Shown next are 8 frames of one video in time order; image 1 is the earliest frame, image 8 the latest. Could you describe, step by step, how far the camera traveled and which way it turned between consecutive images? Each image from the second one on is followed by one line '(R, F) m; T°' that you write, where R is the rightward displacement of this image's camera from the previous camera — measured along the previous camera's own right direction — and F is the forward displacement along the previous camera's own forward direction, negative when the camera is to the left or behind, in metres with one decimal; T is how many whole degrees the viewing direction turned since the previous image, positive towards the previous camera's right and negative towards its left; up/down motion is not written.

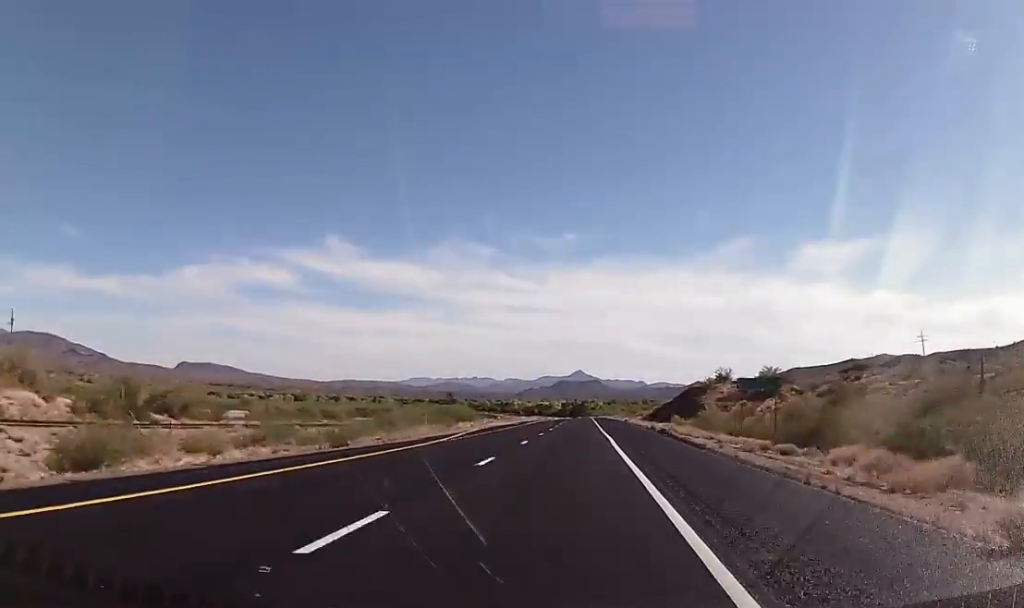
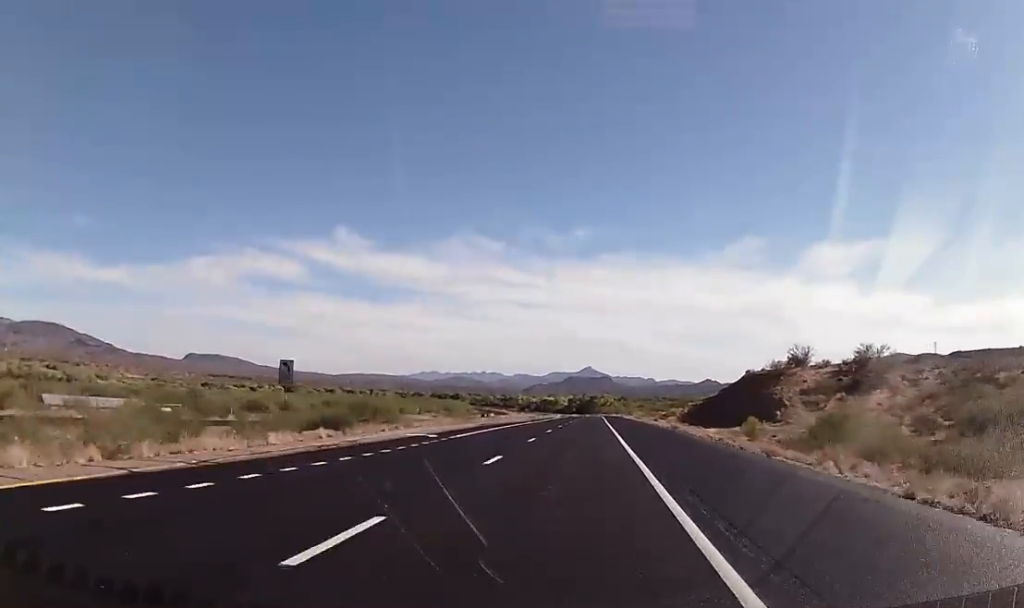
(0.0, +49.5) m; 0°
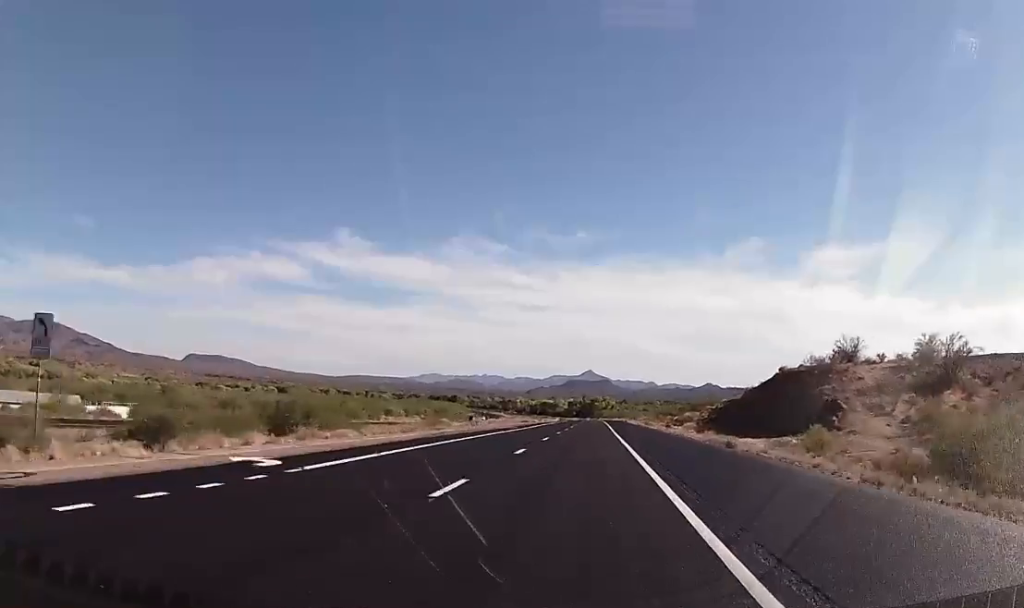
(0.0, +19.1) m; 0°
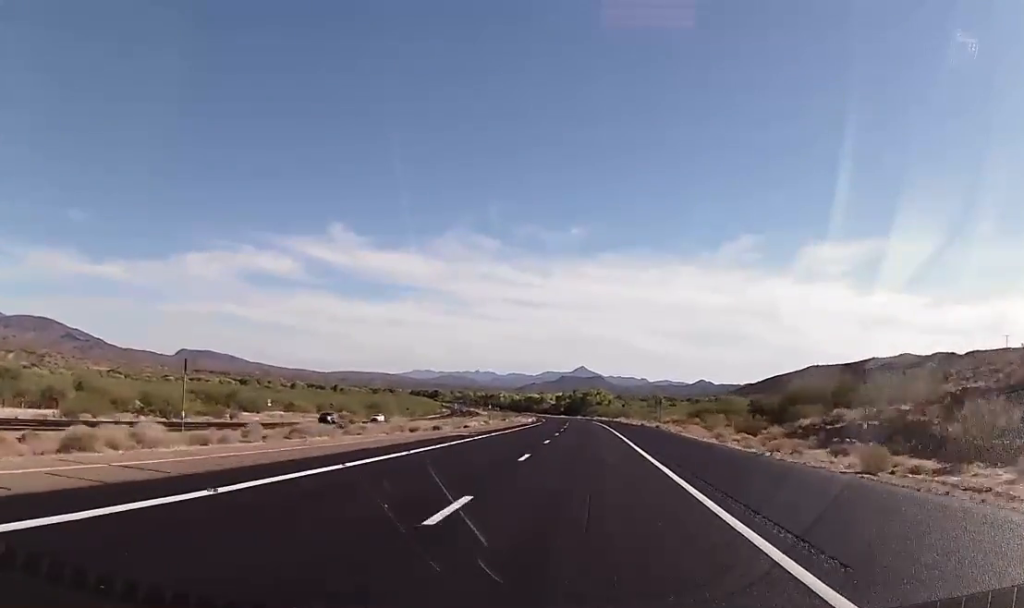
(-0.3, +74.9) m; 0°
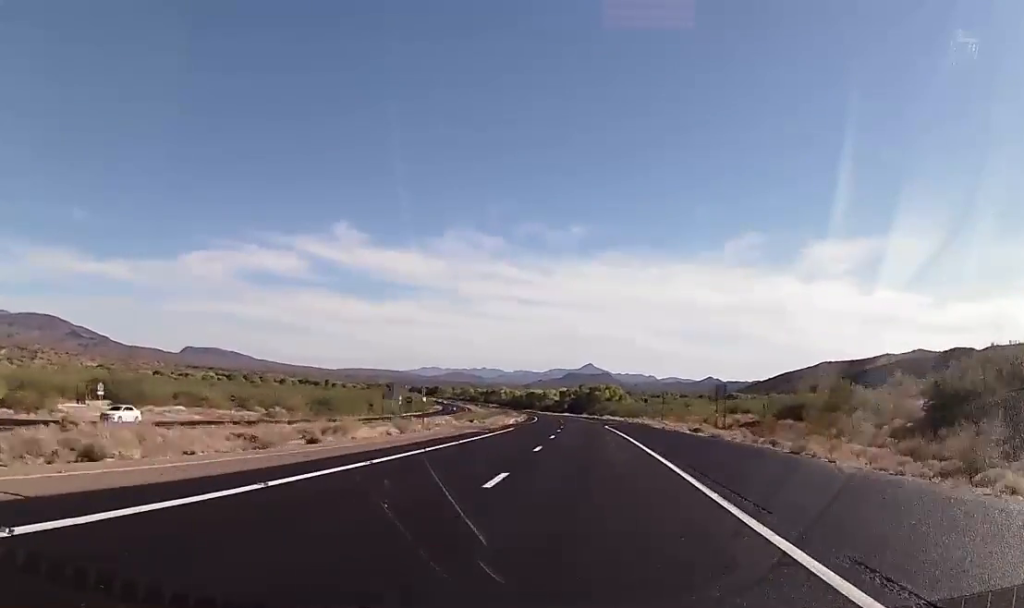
(-0.2, +44.4) m; -1°
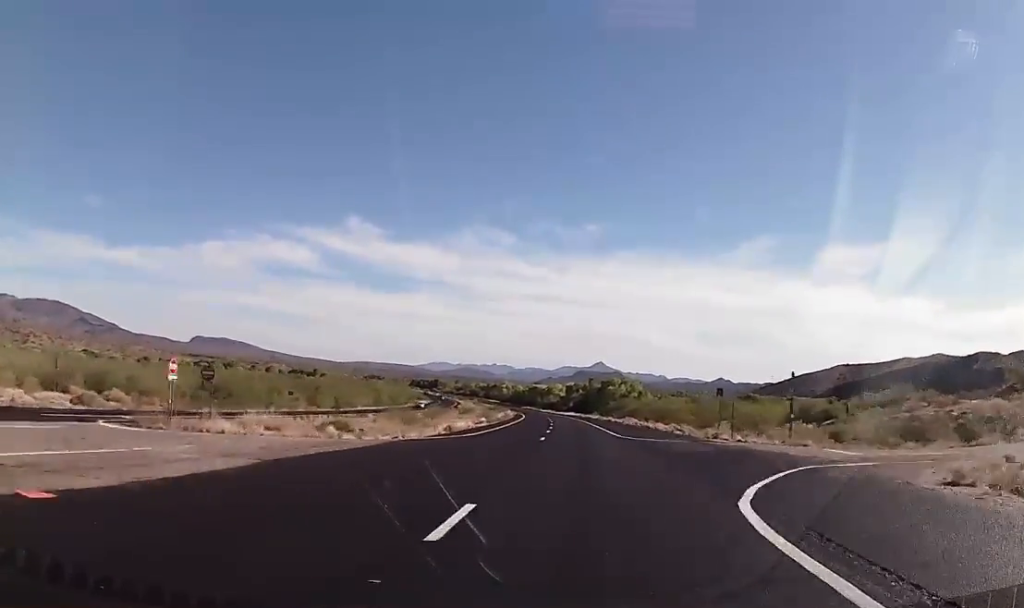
(+0.2, +54.4) m; +1°
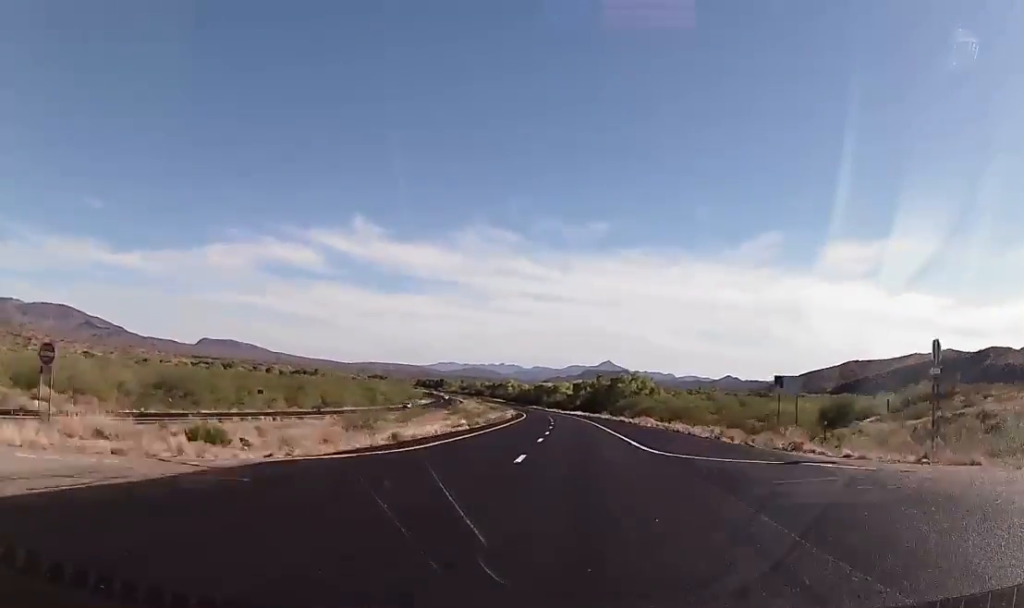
(0.0, +15.2) m; 0°
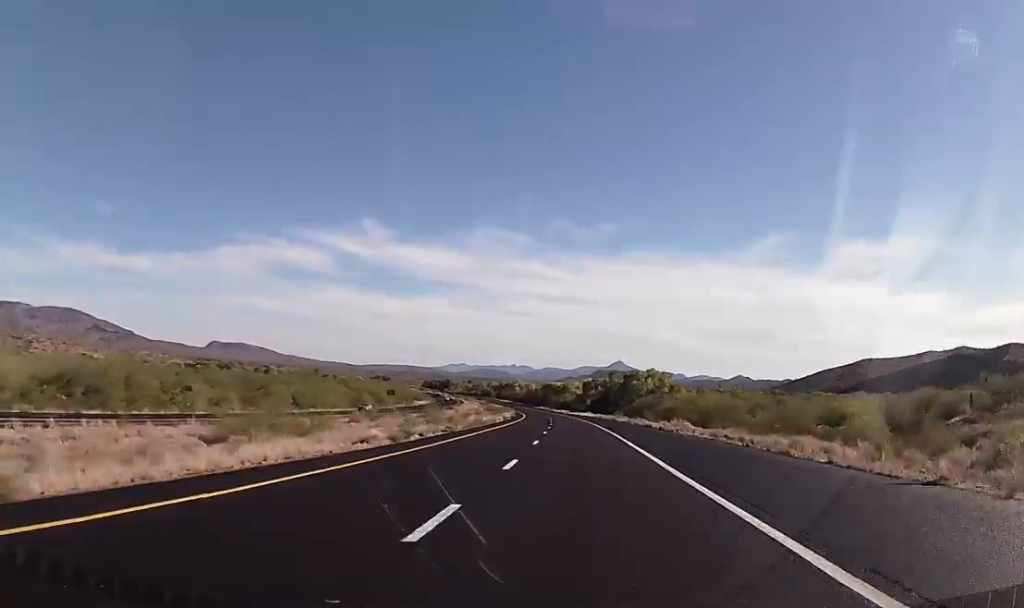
(-0.1, +24.0) m; -1°
